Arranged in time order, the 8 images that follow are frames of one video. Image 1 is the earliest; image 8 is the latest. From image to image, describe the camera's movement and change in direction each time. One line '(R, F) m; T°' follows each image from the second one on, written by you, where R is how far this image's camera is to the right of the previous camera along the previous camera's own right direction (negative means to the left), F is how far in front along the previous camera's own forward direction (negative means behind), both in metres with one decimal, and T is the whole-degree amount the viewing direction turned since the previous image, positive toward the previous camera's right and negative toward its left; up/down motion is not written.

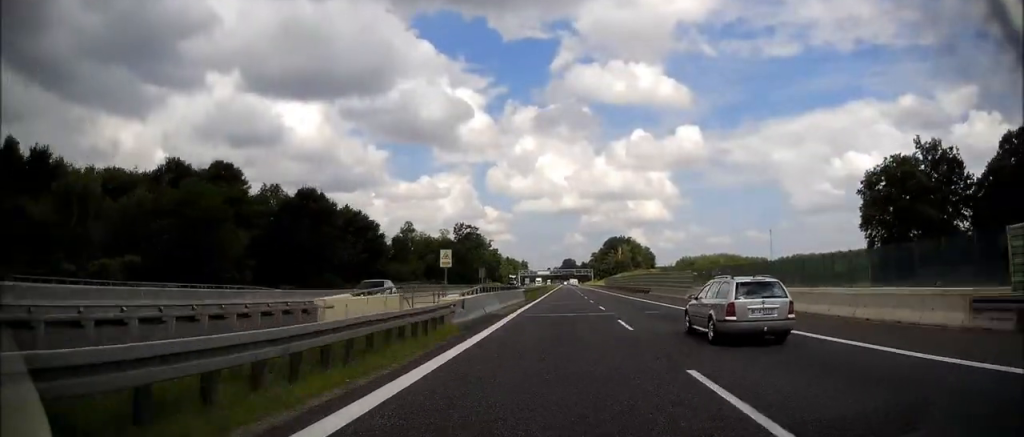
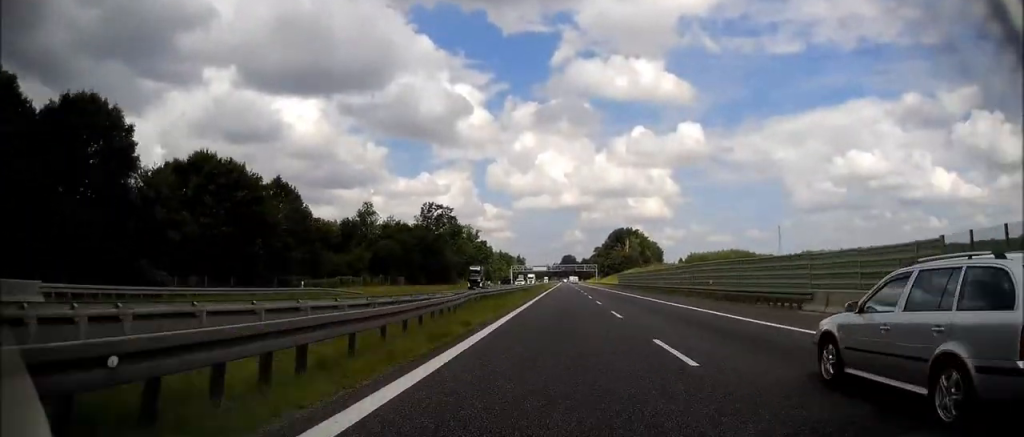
(-0.3, +43.6) m; 0°
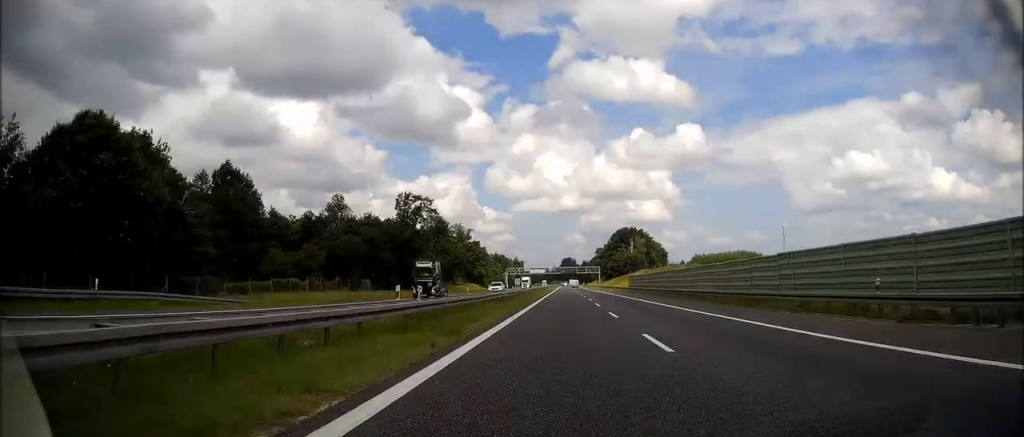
(+0.1, +21.8) m; 0°
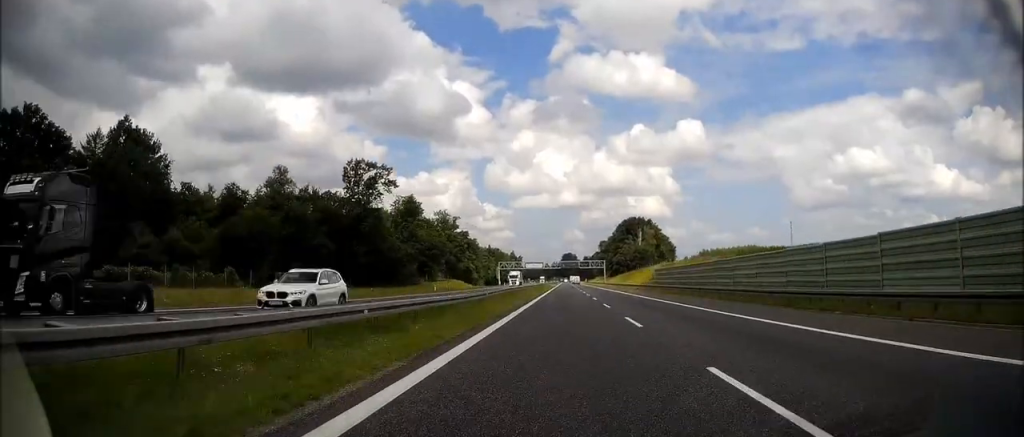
(+0.1, +31.0) m; 0°
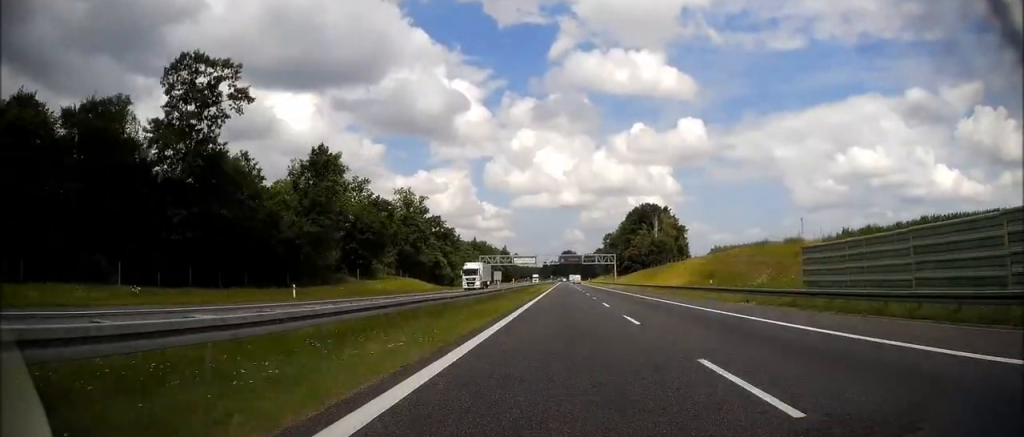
(0.0, +47.6) m; 0°
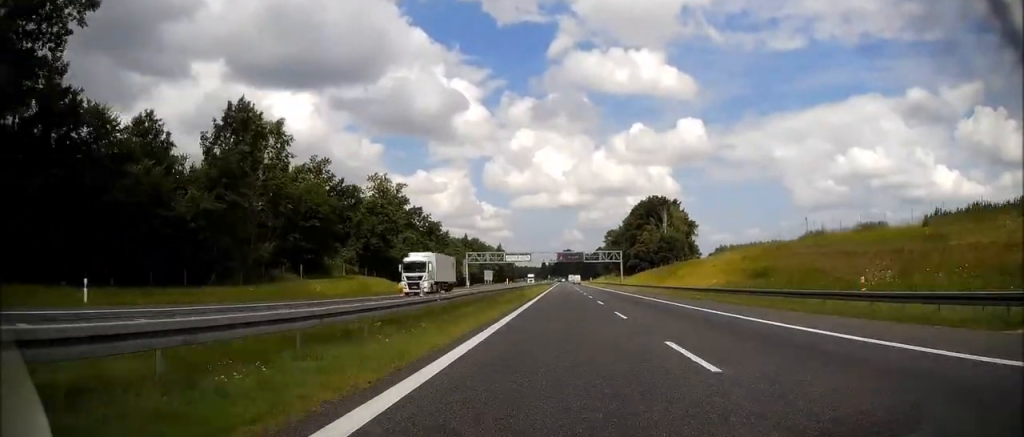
(+0.1, +21.3) m; 0°
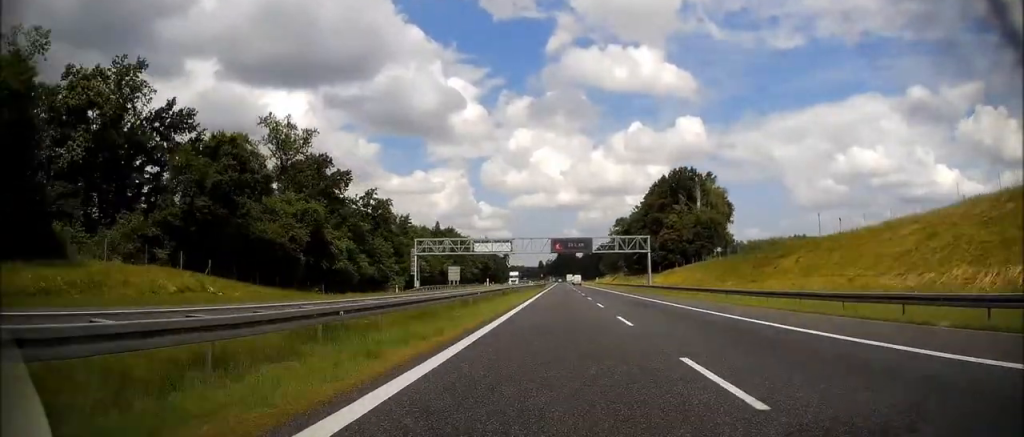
(-0.1, +51.2) m; 0°
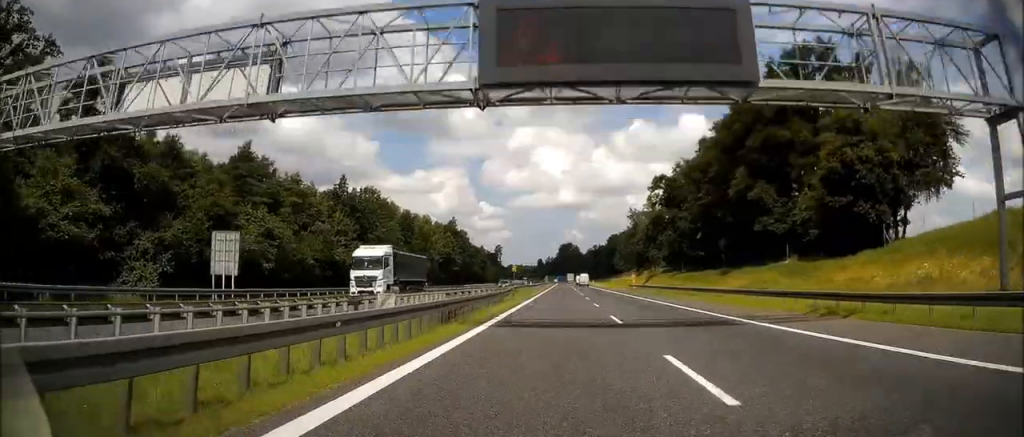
(+0.2, +83.7) m; 0°
